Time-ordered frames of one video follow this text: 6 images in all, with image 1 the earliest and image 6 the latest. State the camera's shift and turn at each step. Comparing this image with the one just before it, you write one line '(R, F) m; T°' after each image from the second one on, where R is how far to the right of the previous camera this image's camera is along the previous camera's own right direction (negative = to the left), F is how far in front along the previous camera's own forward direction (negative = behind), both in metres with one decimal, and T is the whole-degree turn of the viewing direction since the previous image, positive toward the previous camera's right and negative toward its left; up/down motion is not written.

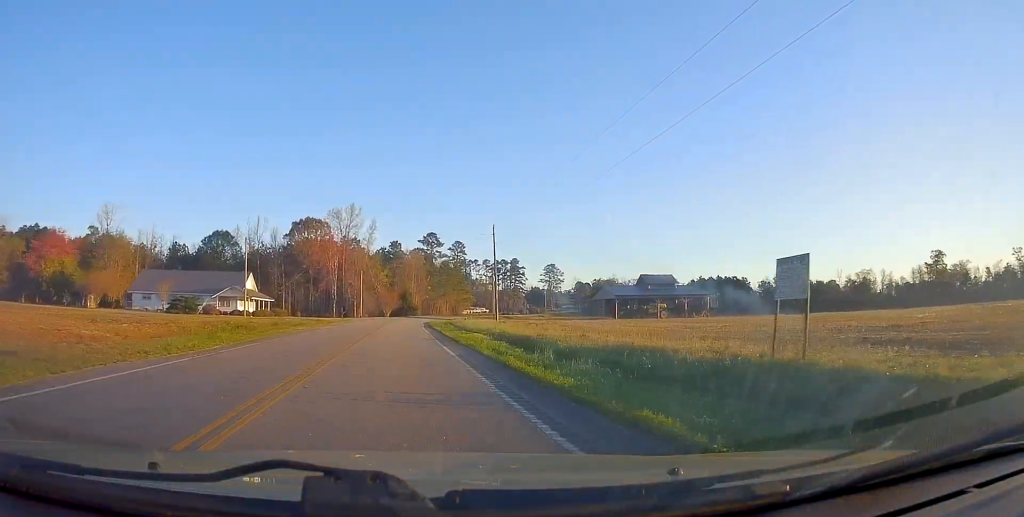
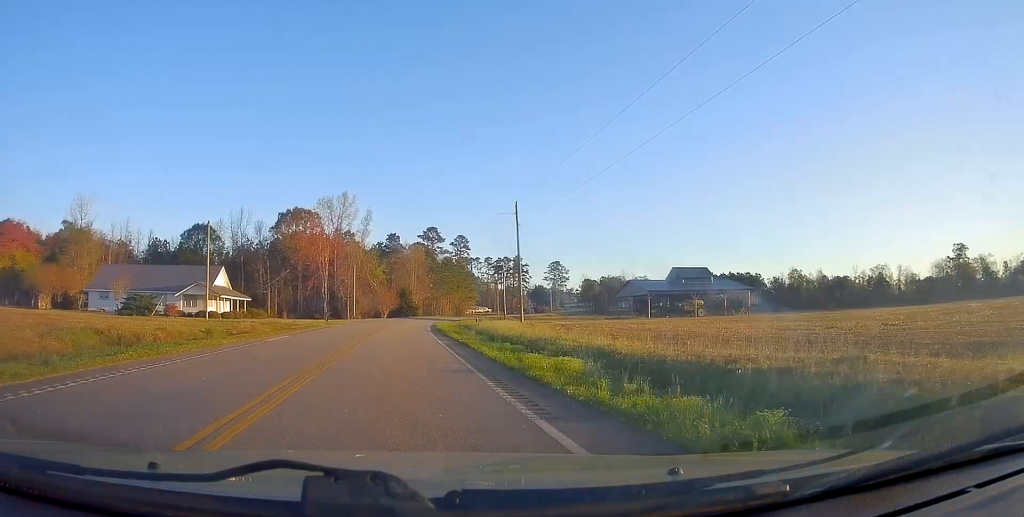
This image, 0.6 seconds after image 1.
(+0.1, +14.1) m; 0°
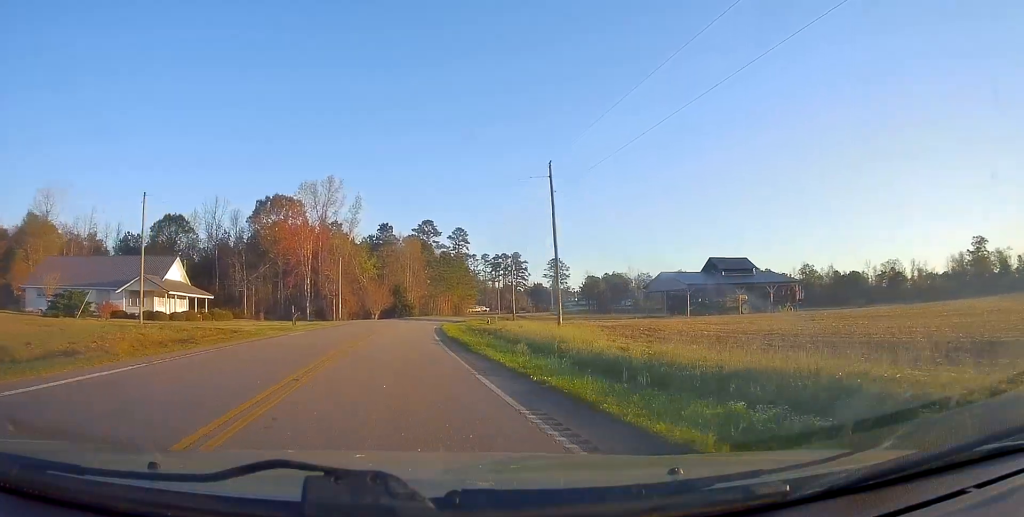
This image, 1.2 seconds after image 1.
(0.0, +14.3) m; 0°
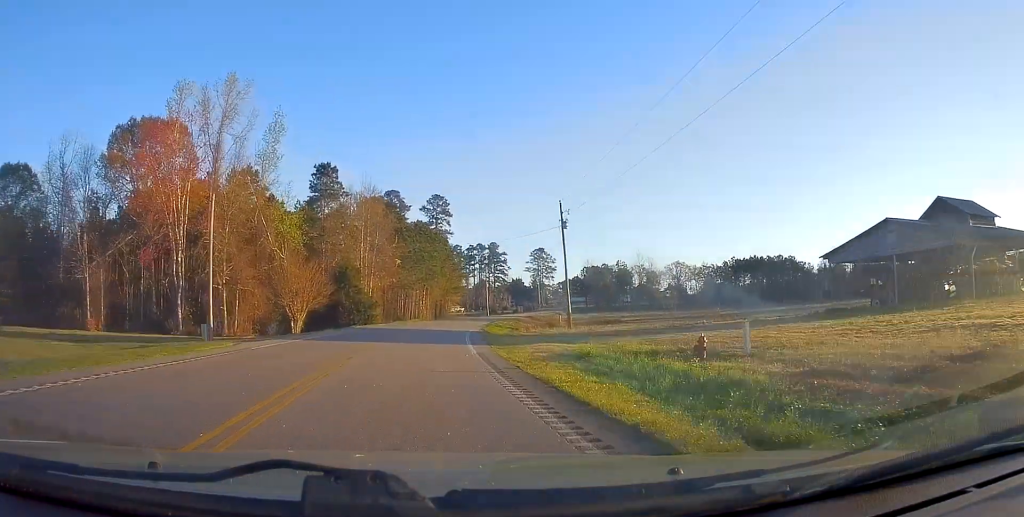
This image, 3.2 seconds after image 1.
(-0.8, +46.3) m; -1°
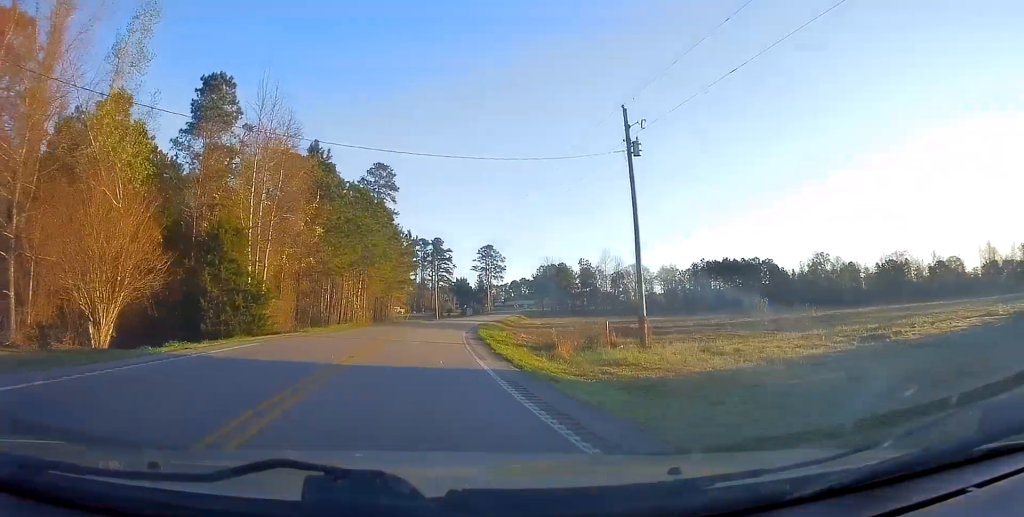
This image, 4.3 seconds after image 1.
(+0.7, +24.0) m; +3°
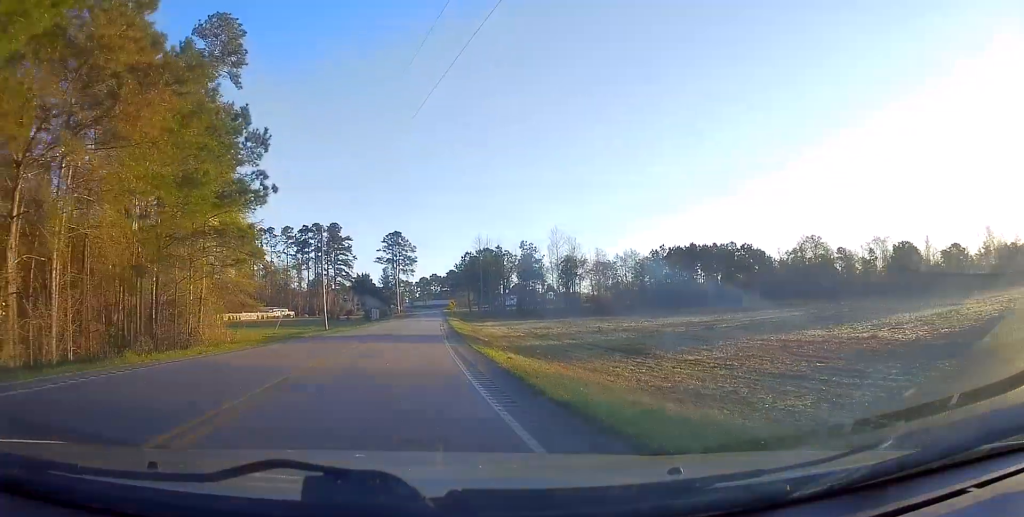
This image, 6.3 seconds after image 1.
(+2.1, +45.2) m; +7°
